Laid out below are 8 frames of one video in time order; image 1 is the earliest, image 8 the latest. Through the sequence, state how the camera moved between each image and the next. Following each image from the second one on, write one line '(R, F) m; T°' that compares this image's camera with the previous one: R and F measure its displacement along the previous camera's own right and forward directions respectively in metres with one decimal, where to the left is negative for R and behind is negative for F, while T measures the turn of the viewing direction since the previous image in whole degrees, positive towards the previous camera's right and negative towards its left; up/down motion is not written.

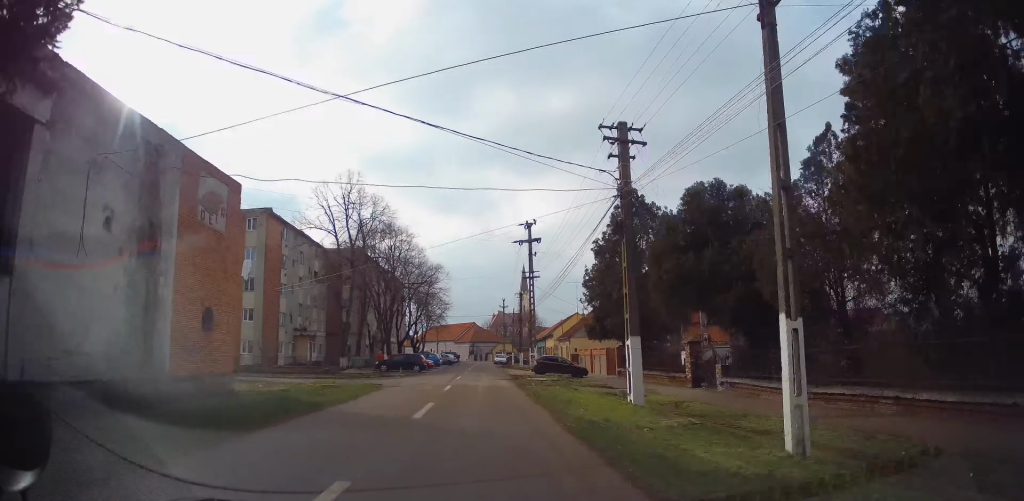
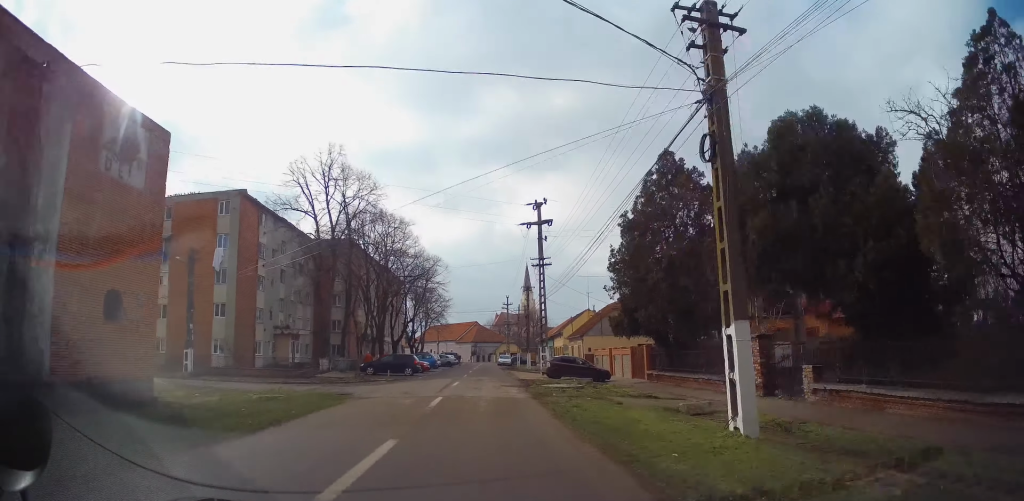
(-0.1, +6.5) m; +2°
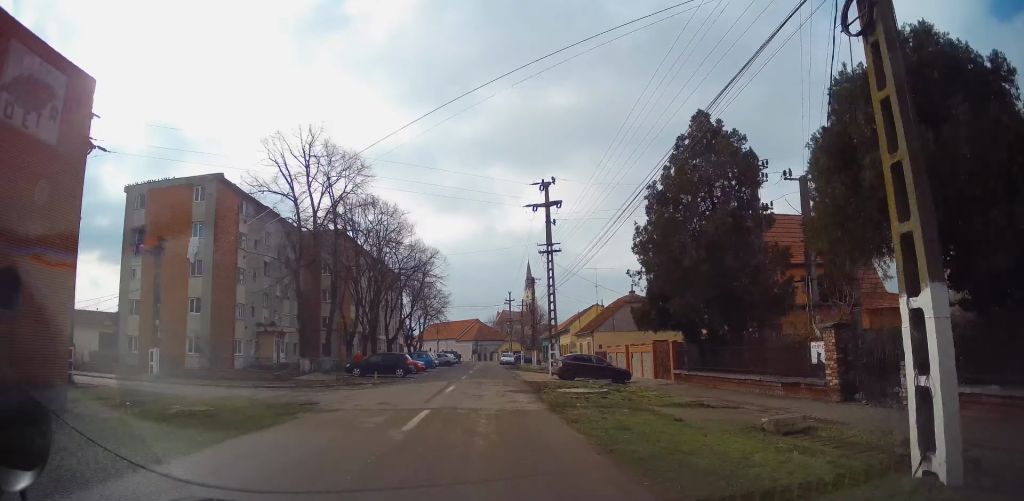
(+0.2, +4.6) m; -3°
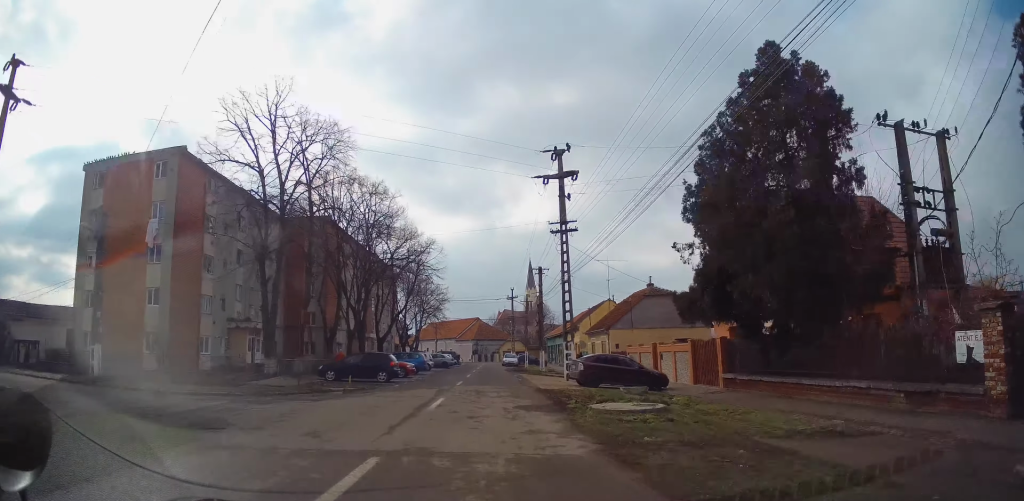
(+0.2, +6.6) m; -4°
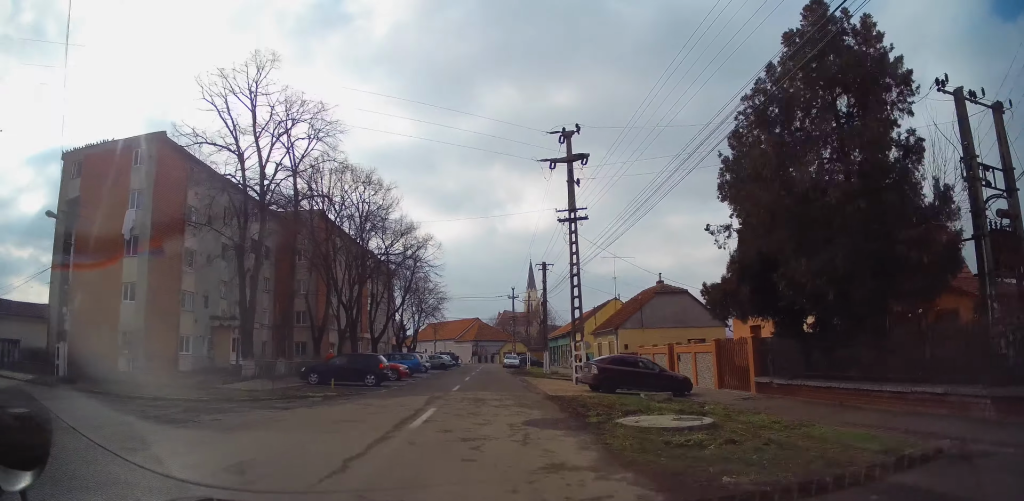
(-0.8, +3.3) m; 0°
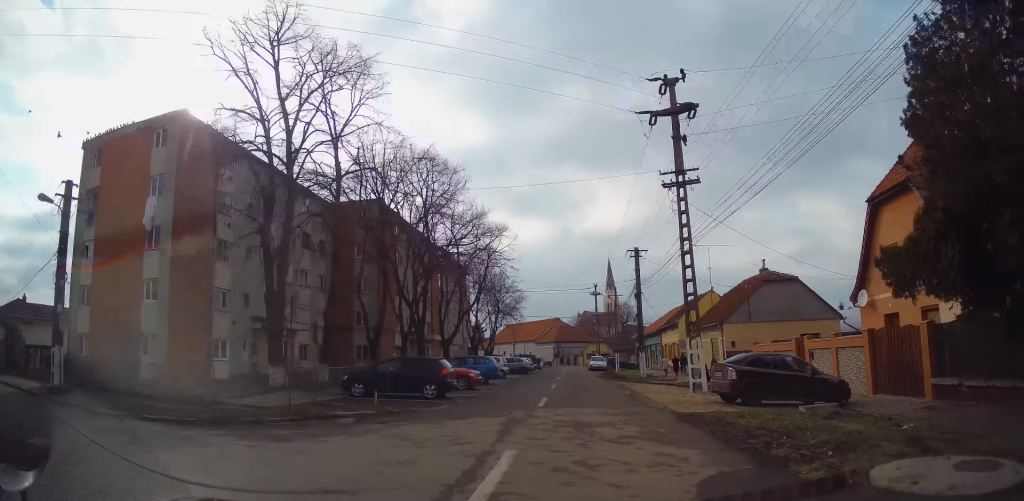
(+0.6, +7.0) m; -2°
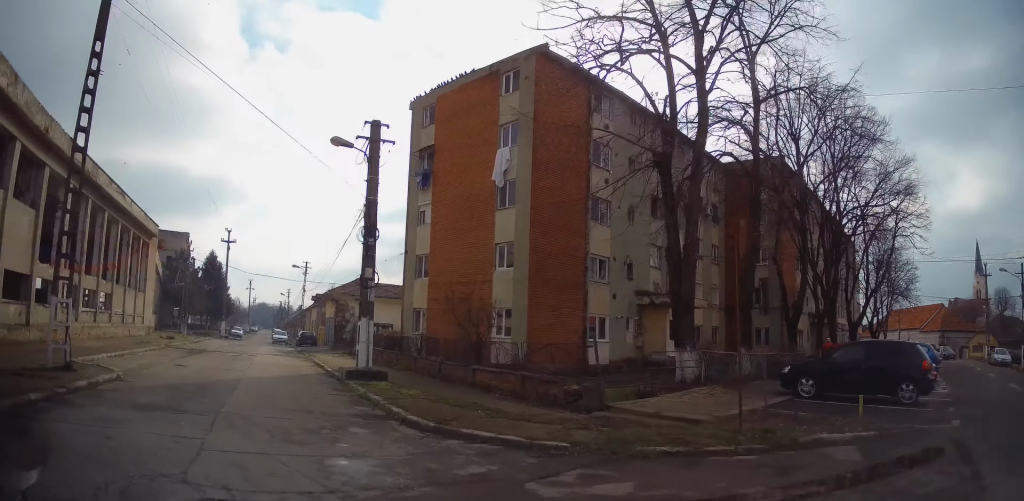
(-3.0, +8.6) m; -42°
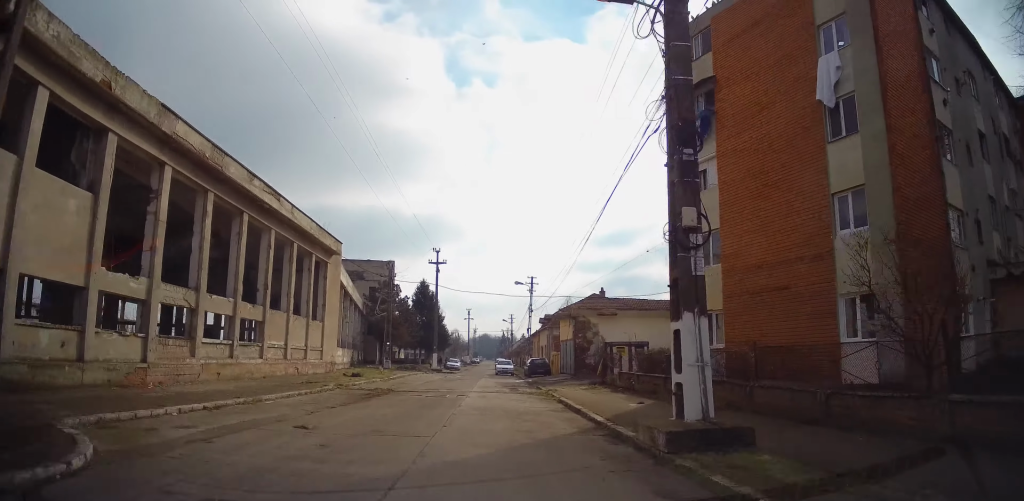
(-3.1, +9.6) m; -22°
